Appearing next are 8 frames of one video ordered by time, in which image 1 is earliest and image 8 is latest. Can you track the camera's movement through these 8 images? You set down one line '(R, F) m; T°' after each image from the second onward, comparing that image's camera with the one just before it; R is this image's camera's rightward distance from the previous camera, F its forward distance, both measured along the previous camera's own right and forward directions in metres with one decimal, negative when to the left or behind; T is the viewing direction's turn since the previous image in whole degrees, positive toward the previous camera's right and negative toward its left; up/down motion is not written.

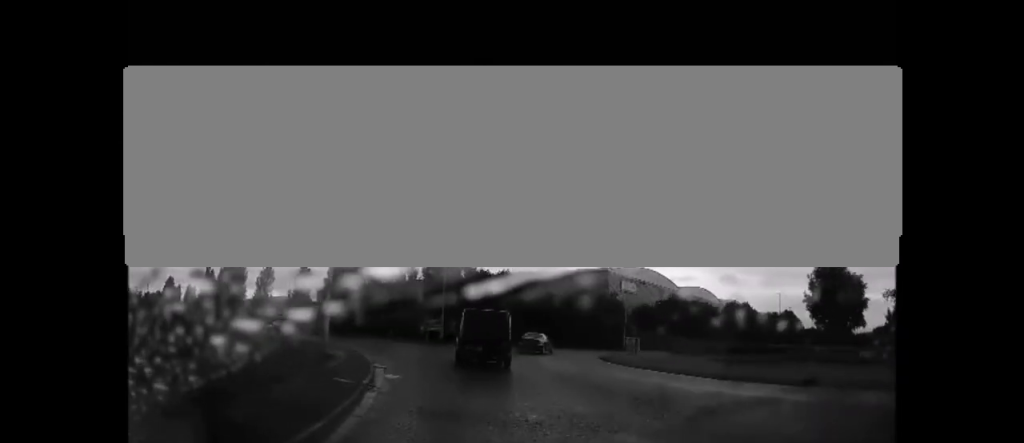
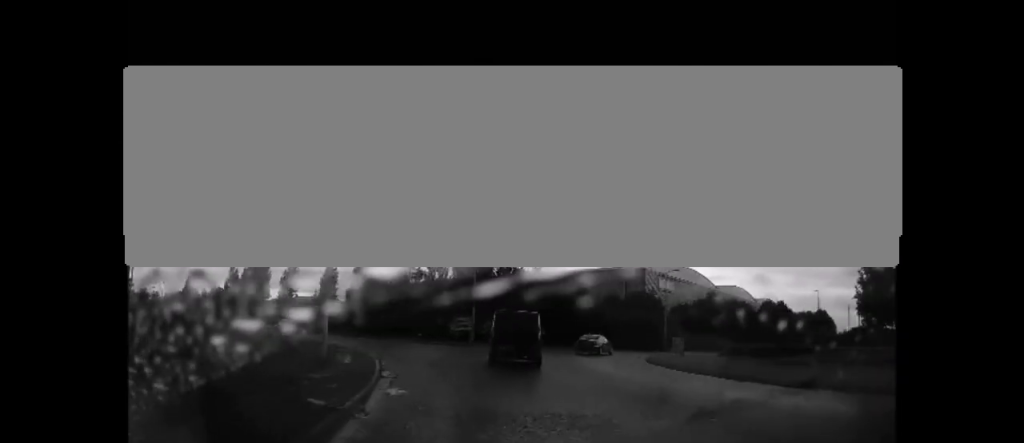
(0.0, +3.4) m; -4°
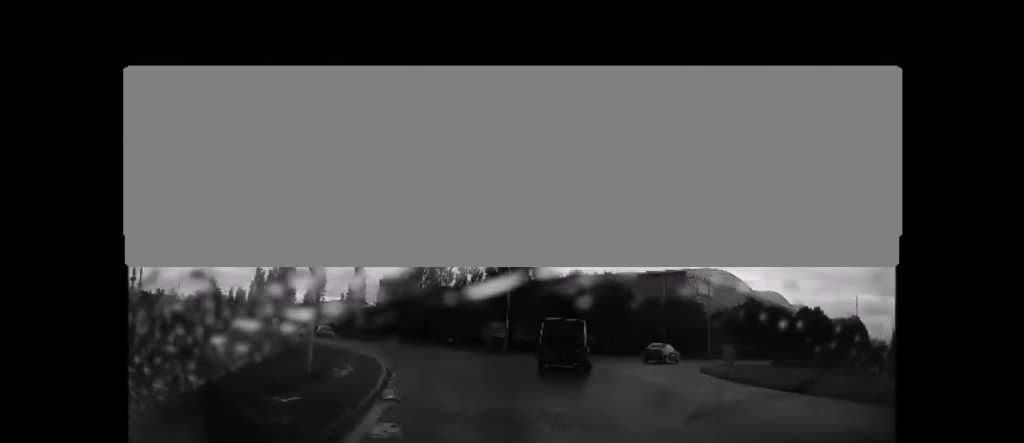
(0.0, +3.4) m; -5°
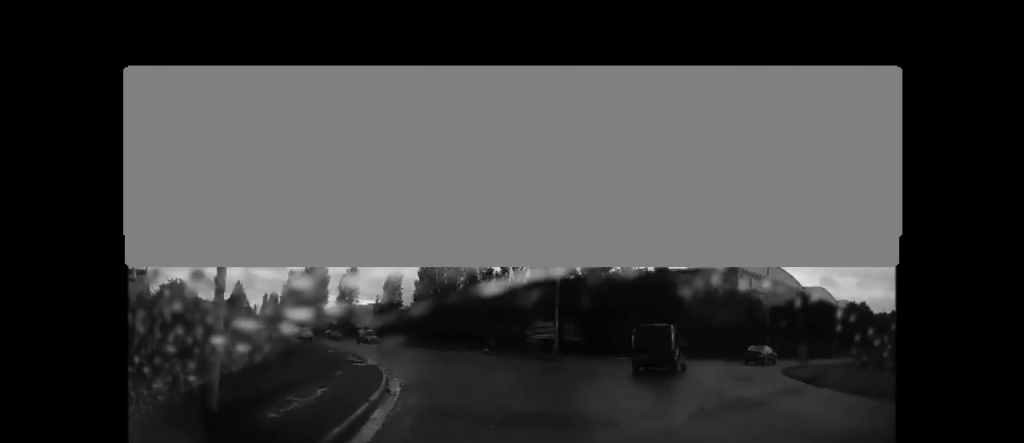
(-0.5, +5.1) m; -7°
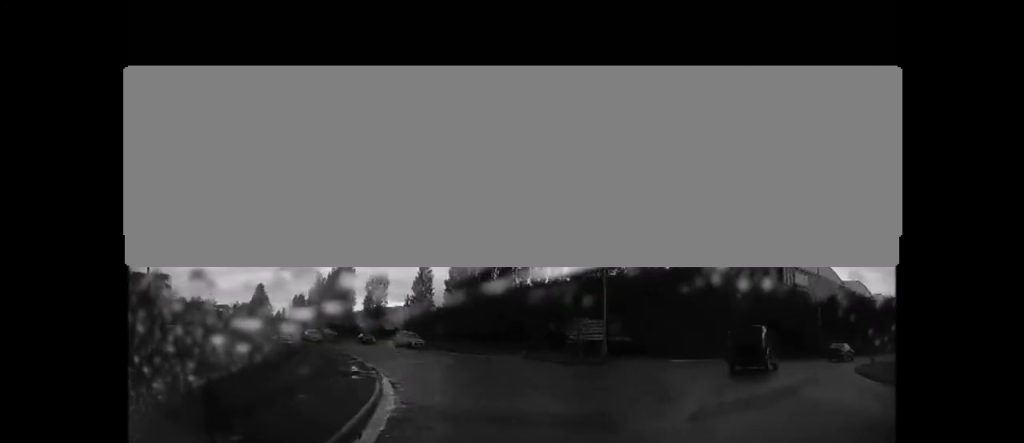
(-0.2, +4.3) m; -4°
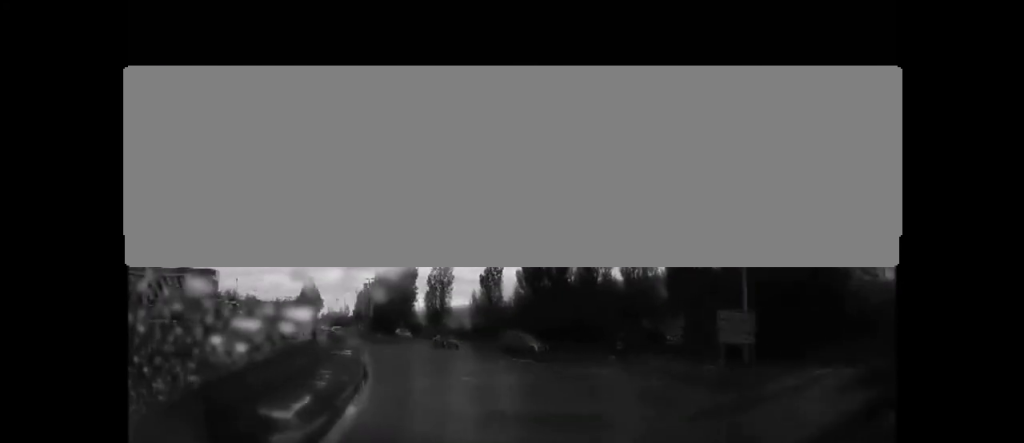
(-0.5, +8.8) m; -6°
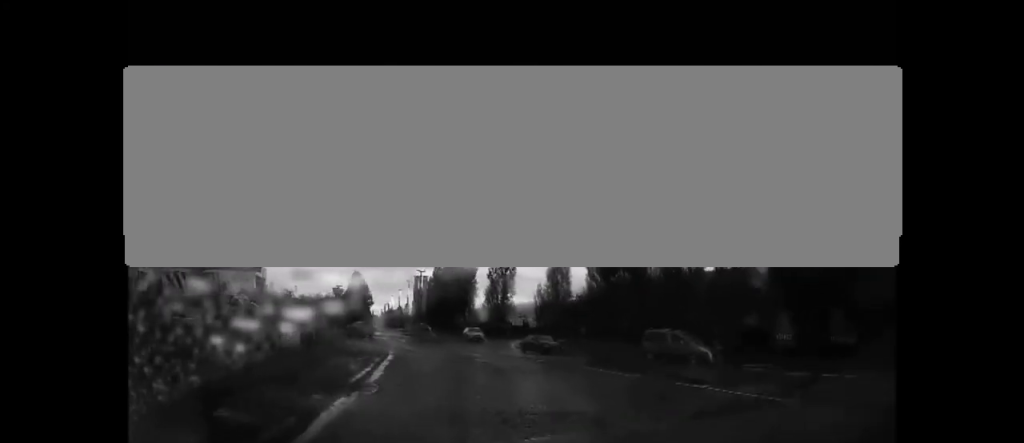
(-0.2, +7.5) m; -6°
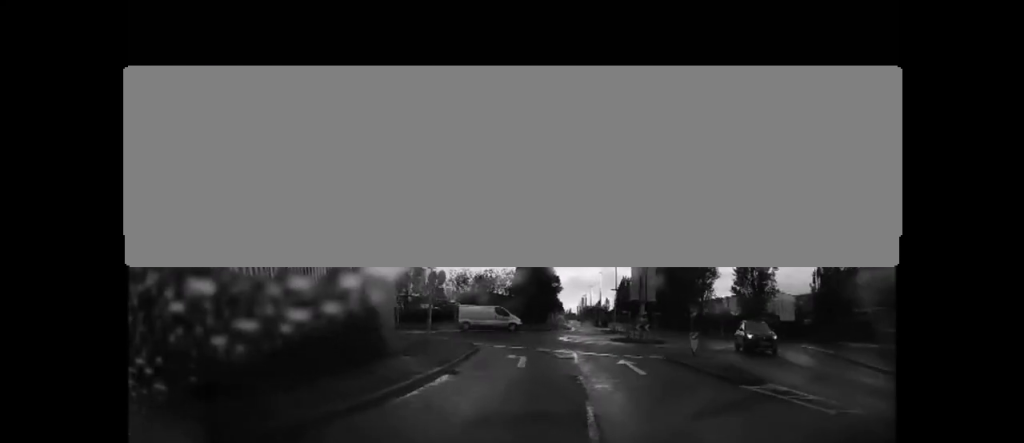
(-7.1, +30.4) m; -25°
